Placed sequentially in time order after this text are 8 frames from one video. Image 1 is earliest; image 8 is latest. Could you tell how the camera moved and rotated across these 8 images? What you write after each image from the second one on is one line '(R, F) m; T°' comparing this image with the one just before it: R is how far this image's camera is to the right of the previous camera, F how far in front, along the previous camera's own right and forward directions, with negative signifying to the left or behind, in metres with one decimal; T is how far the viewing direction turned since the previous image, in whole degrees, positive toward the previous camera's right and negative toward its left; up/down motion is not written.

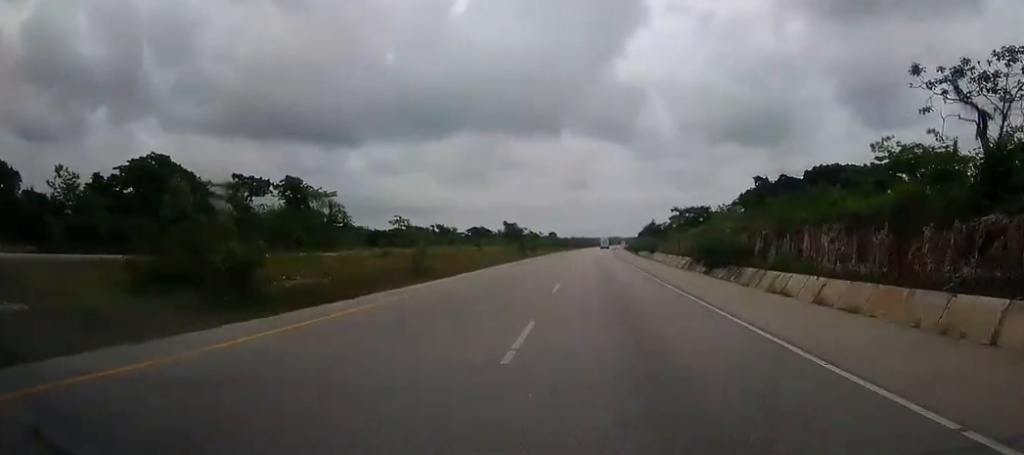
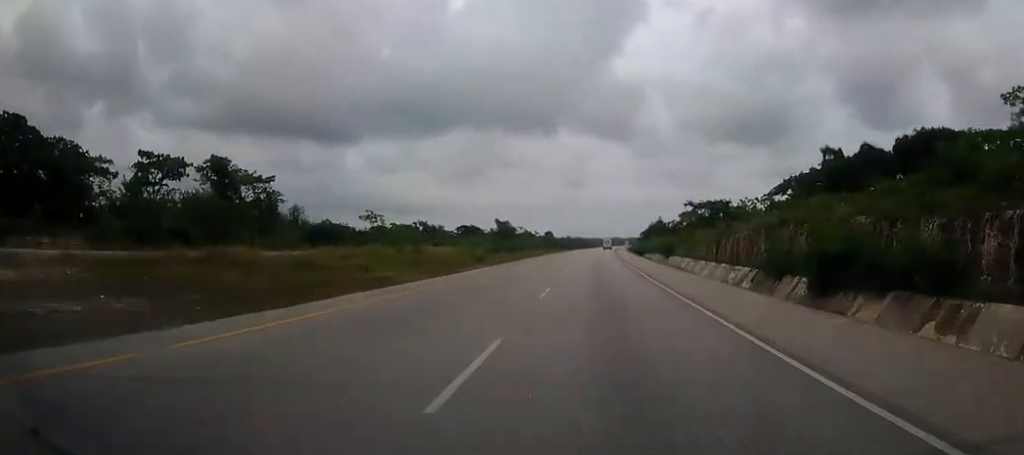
(+0.1, +26.7) m; 0°
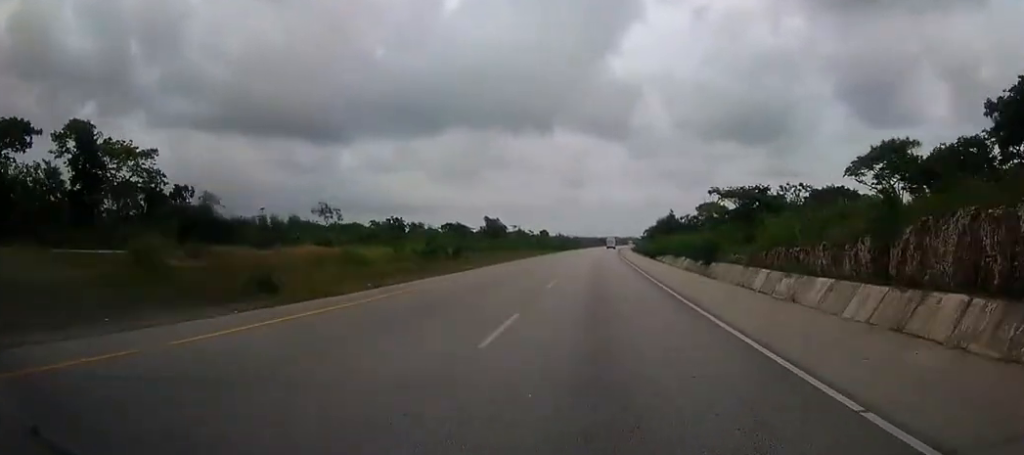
(+0.1, +32.5) m; 0°
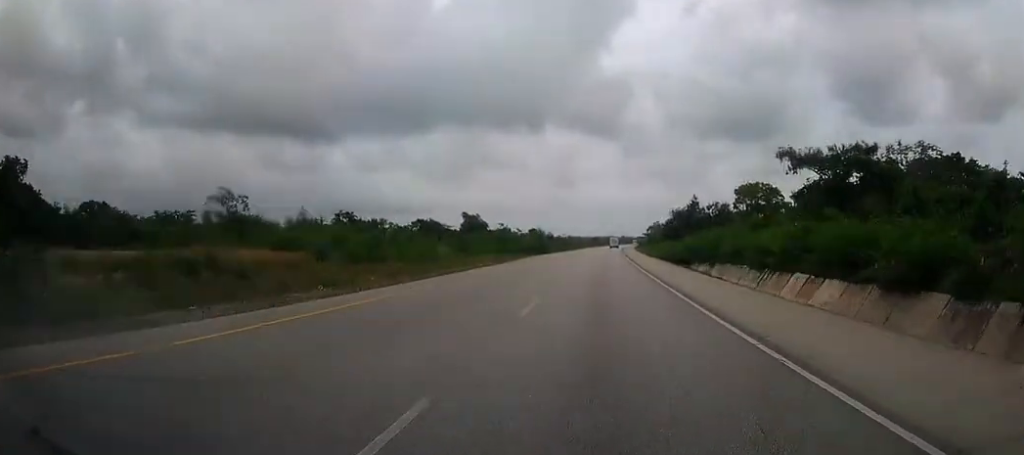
(+0.1, +43.8) m; 0°
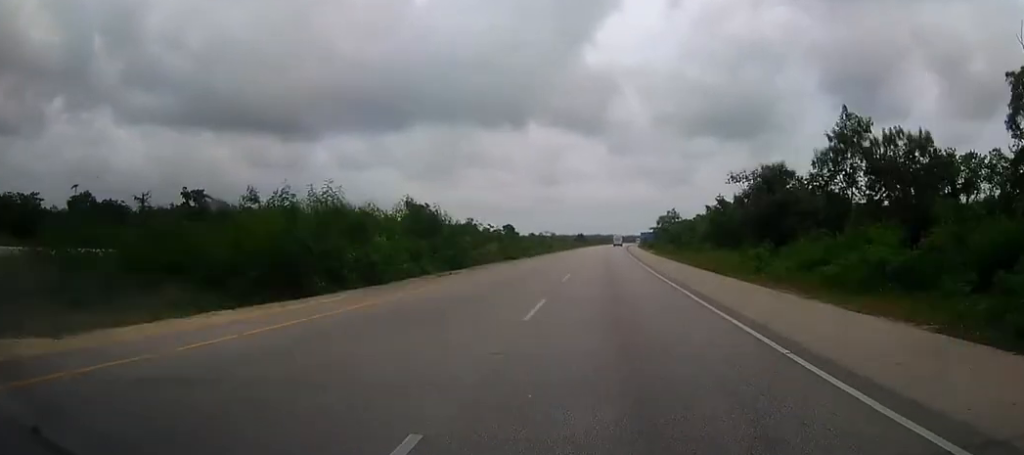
(+0.5, +73.2) m; +1°
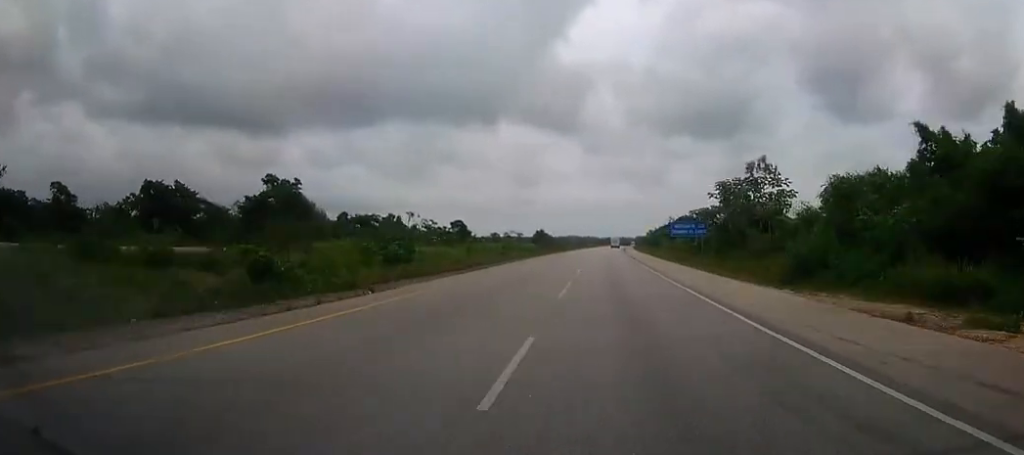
(+1.4, +92.0) m; +2°
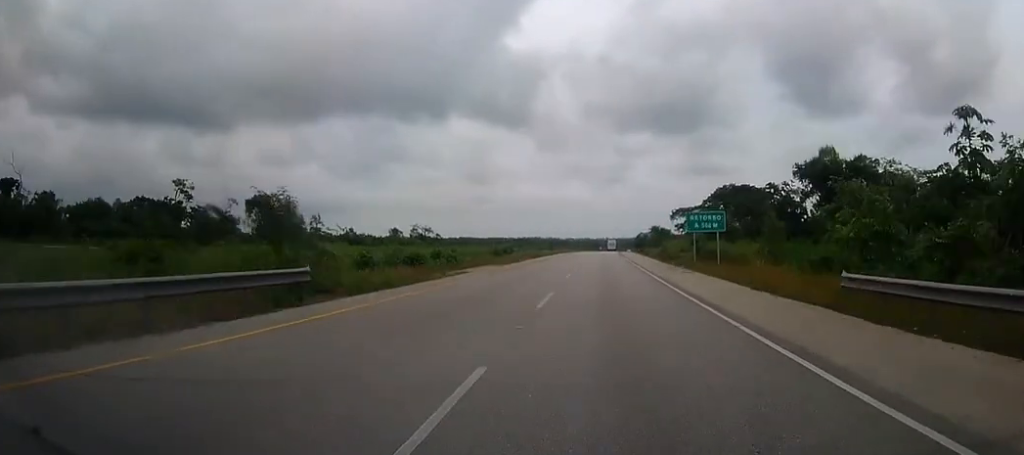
(+4.6, +171.7) m; +3°
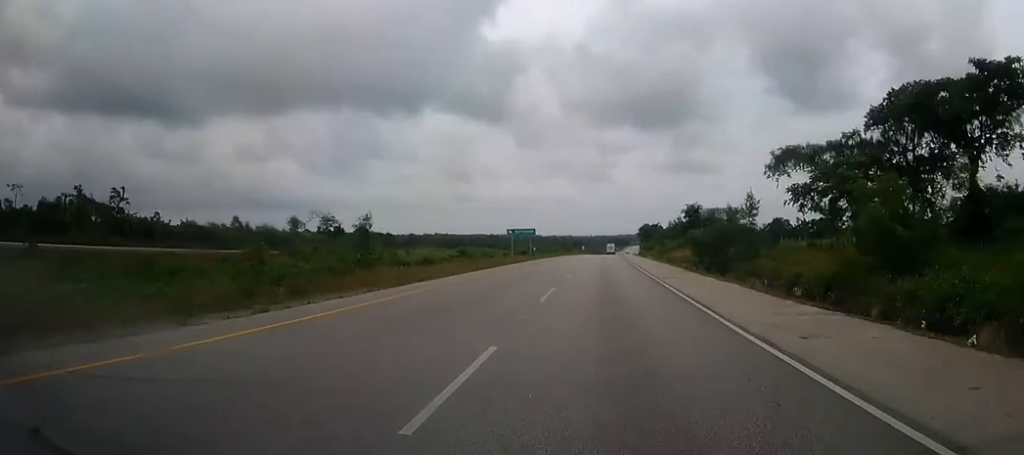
(+1.1, +93.3) m; +1°
